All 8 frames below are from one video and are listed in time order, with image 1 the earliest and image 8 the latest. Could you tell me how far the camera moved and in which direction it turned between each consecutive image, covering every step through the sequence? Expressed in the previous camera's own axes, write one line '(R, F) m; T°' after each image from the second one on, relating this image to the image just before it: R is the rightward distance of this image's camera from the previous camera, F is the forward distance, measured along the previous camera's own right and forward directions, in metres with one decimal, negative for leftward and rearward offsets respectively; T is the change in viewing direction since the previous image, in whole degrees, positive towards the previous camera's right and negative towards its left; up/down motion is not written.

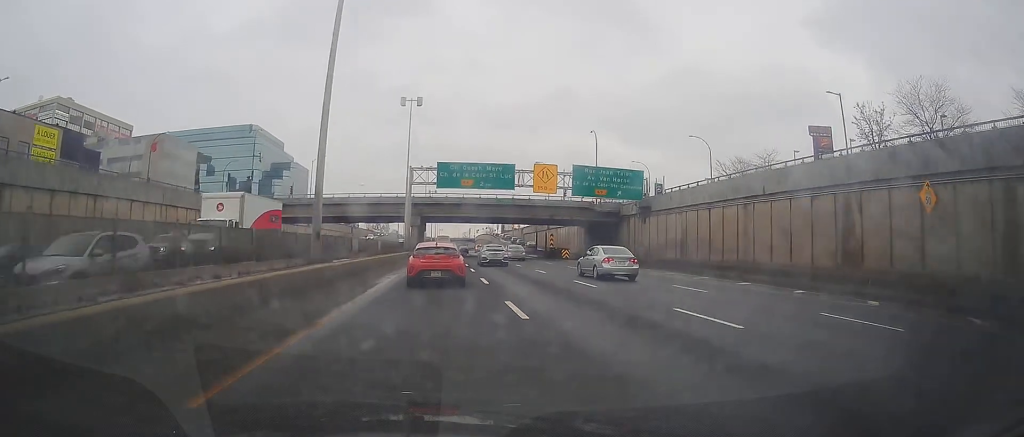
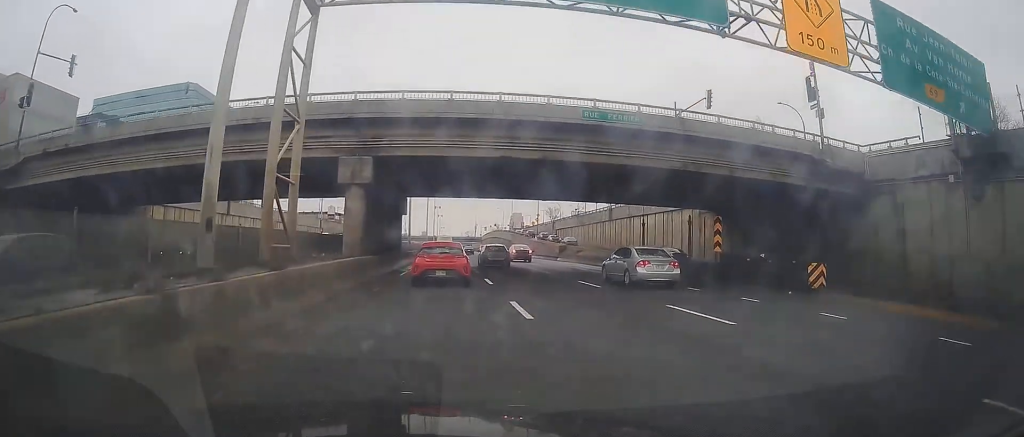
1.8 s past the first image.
(+0.7, +43.7) m; +2°
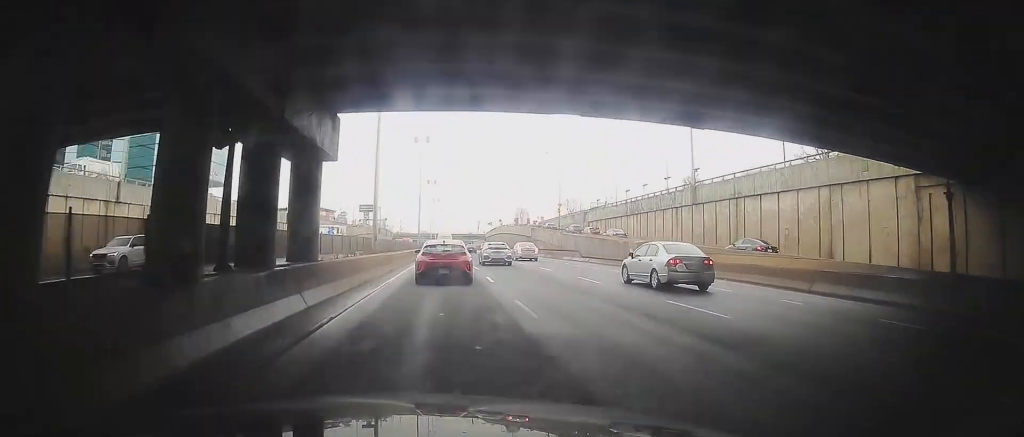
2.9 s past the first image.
(+0.1, +26.7) m; 0°
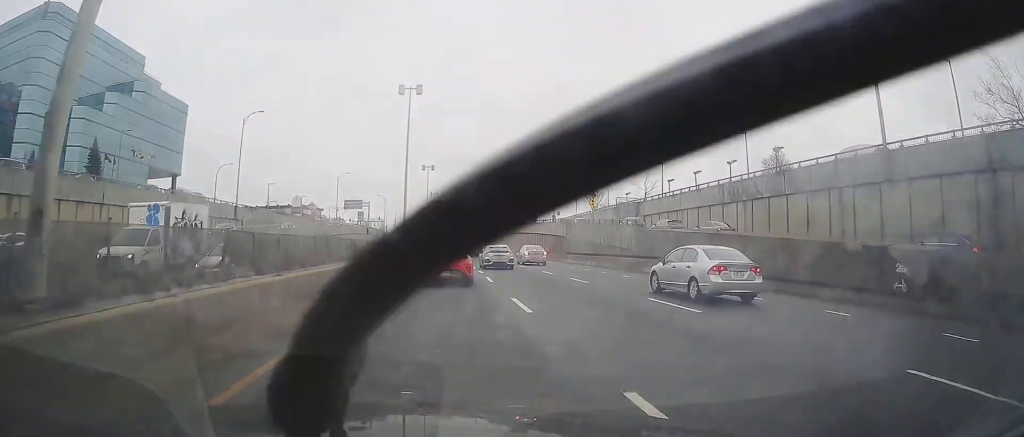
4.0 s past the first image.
(-0.1, +25.8) m; -1°
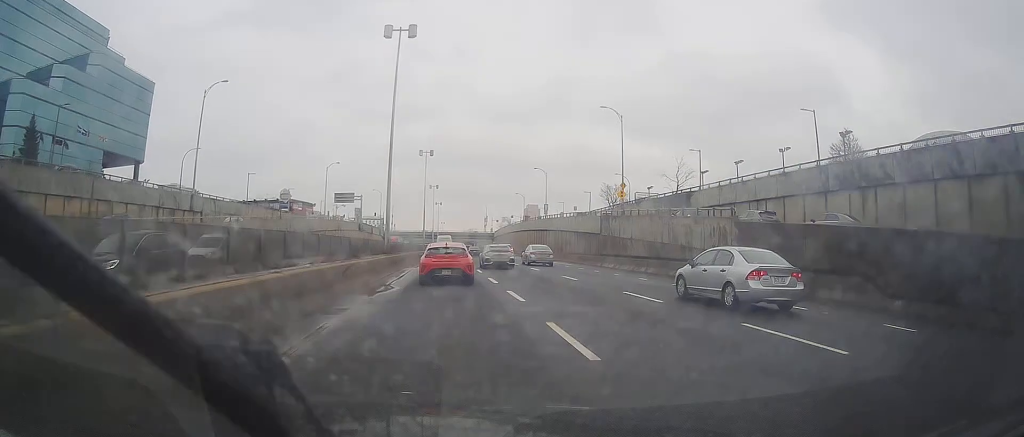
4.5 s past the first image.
(0.0, +13.7) m; 0°
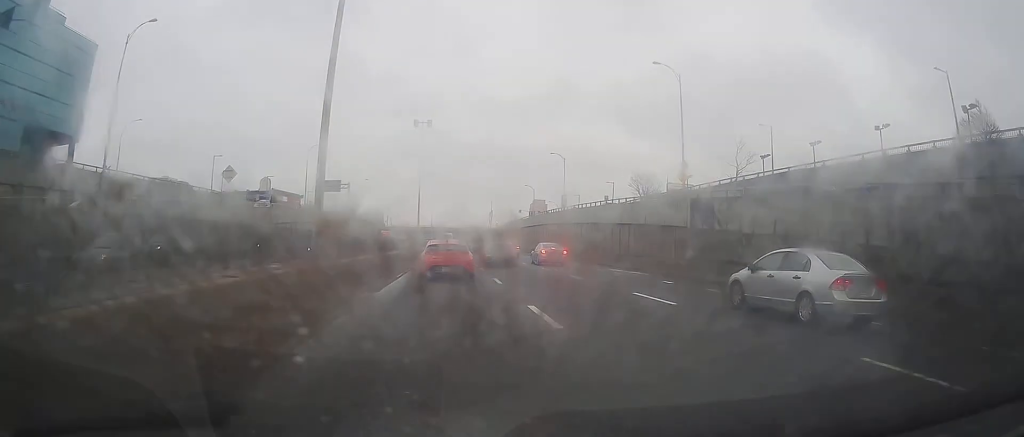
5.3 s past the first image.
(-0.2, +18.5) m; 0°
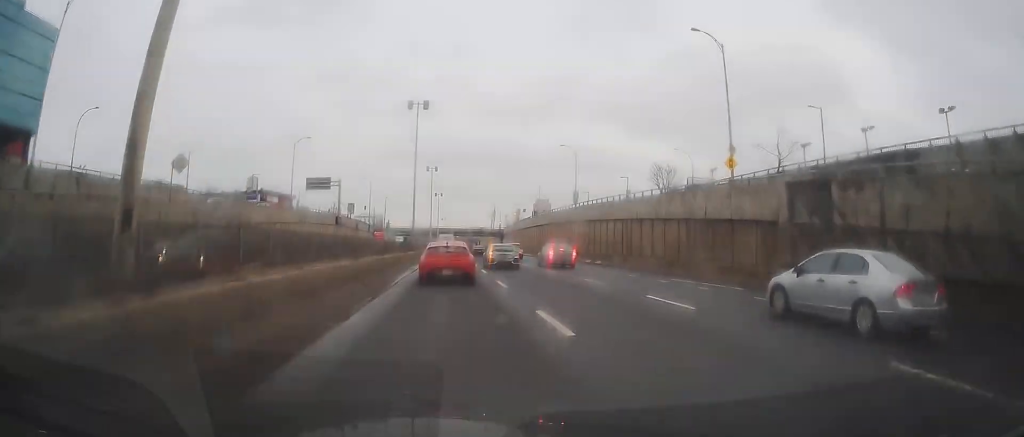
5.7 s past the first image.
(0.0, +9.6) m; 0°
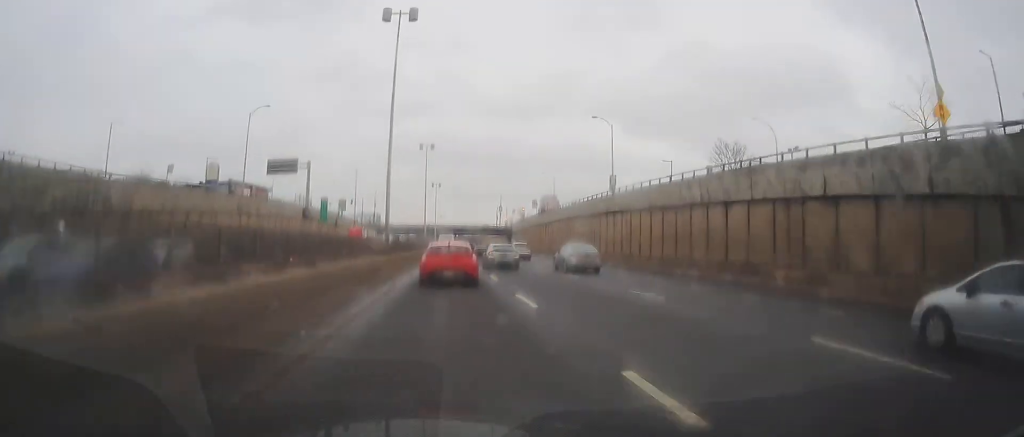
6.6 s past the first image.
(+0.1, +22.2) m; +1°
